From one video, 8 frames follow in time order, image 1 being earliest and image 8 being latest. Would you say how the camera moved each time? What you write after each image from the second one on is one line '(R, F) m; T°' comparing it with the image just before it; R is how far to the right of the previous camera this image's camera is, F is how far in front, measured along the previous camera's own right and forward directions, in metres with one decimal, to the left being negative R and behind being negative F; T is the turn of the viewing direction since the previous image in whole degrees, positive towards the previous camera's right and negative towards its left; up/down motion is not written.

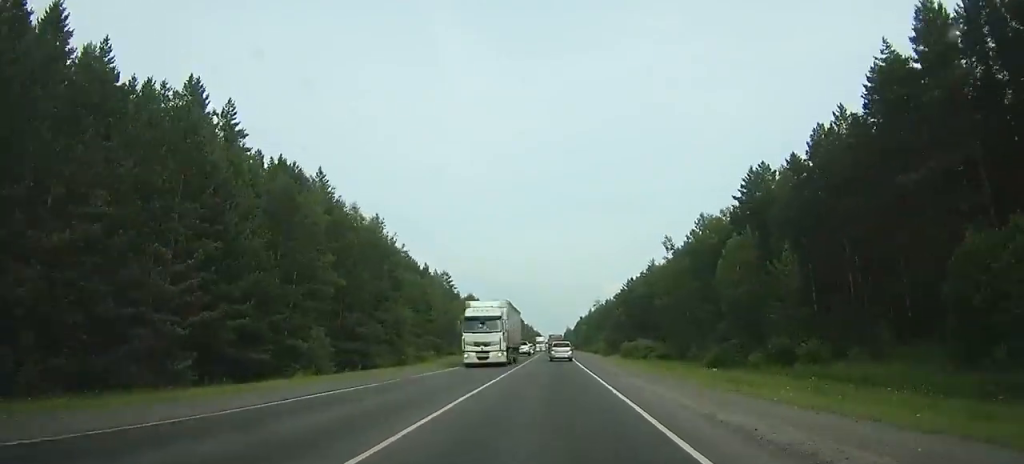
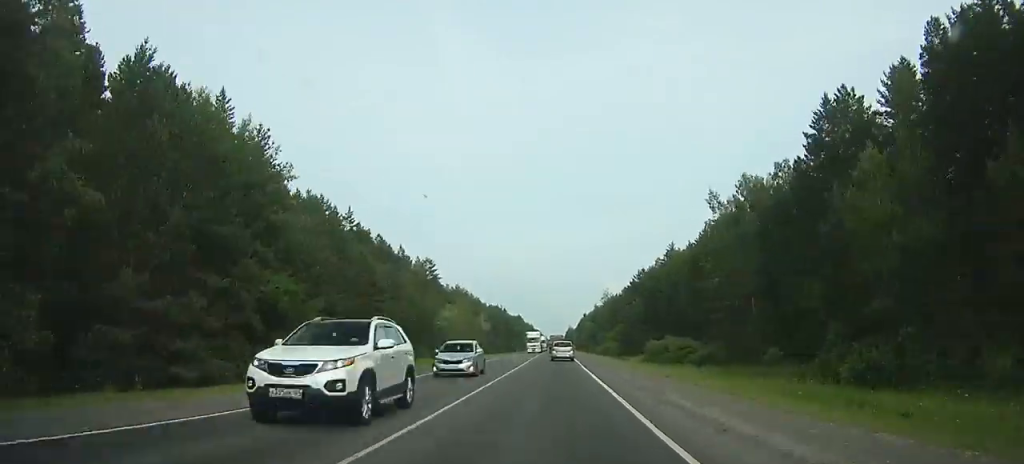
(0.0, +27.9) m; 0°
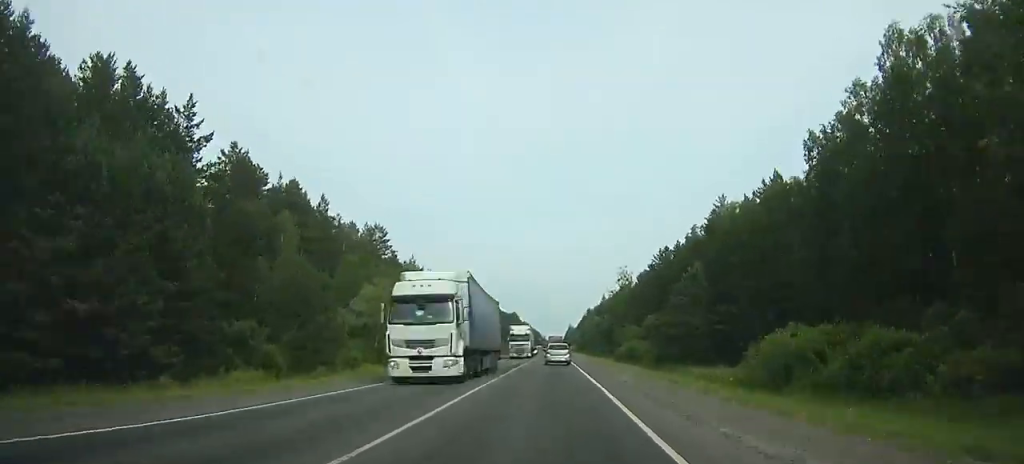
(+0.1, +44.5) m; 0°
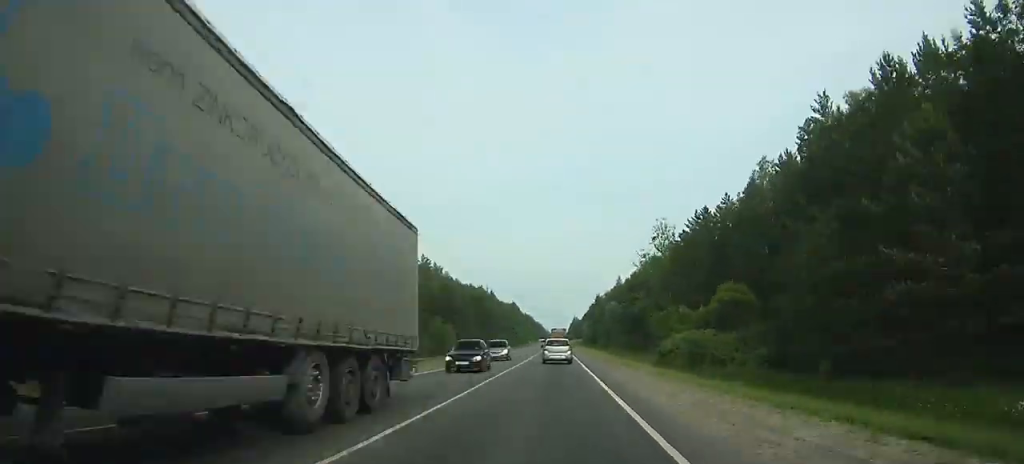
(-0.3, +36.5) m; 0°
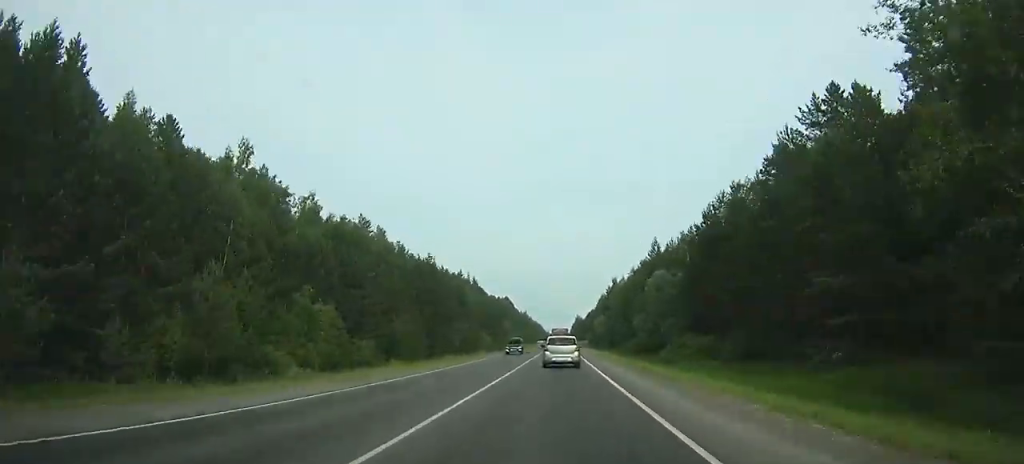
(-0.1, +55.5) m; 0°
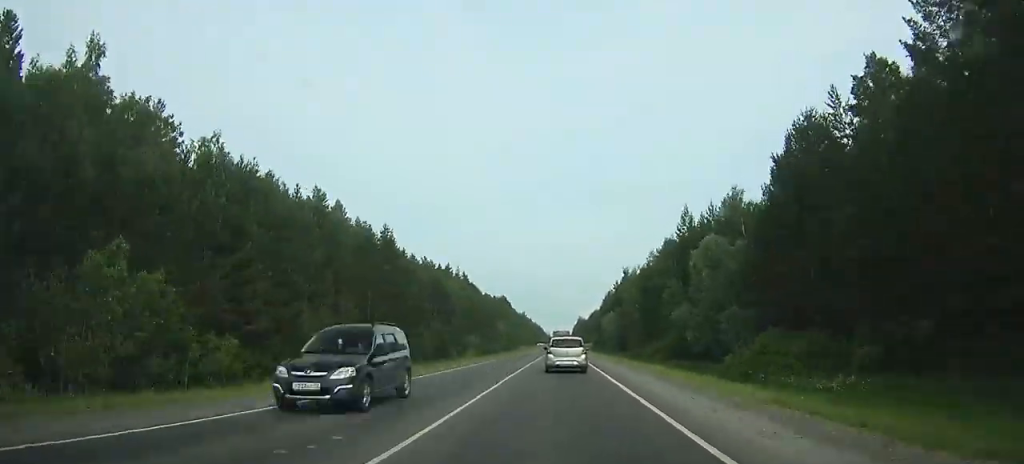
(0.0, +23.5) m; 0°
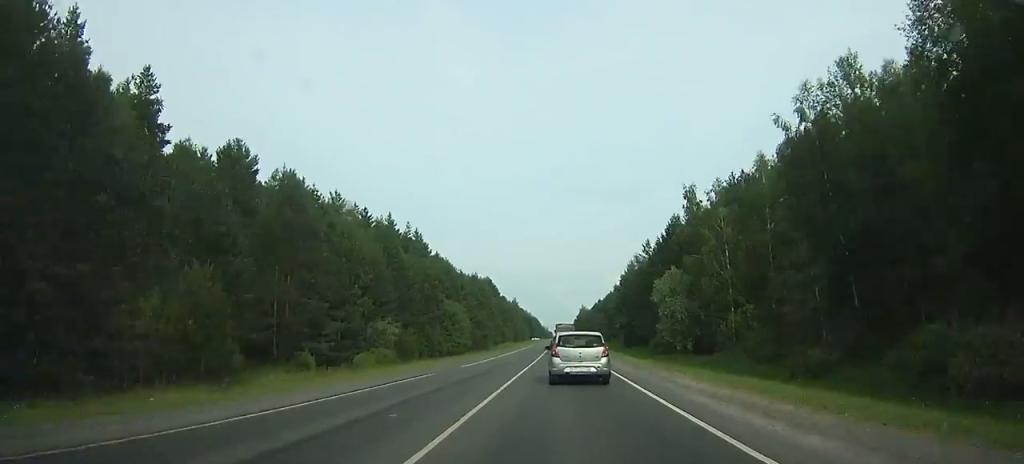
(+0.1, +60.0) m; 0°
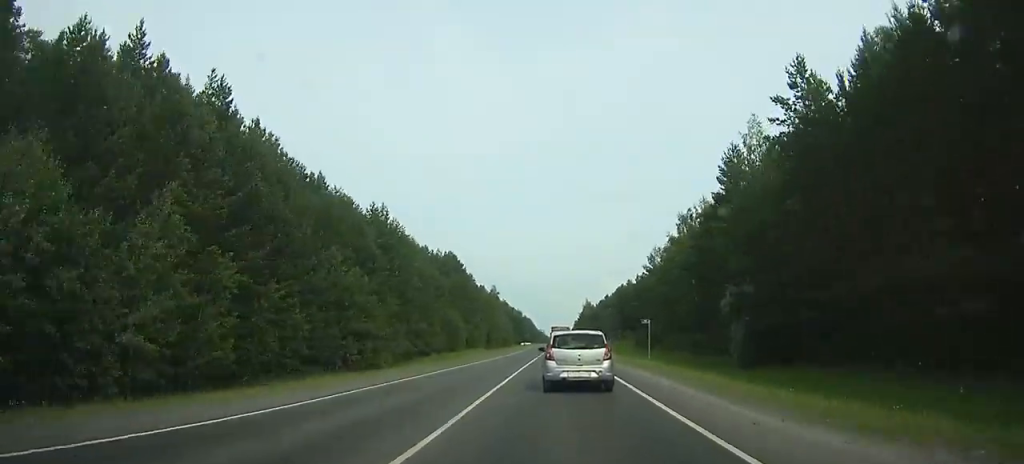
(+0.3, +79.3) m; 0°
